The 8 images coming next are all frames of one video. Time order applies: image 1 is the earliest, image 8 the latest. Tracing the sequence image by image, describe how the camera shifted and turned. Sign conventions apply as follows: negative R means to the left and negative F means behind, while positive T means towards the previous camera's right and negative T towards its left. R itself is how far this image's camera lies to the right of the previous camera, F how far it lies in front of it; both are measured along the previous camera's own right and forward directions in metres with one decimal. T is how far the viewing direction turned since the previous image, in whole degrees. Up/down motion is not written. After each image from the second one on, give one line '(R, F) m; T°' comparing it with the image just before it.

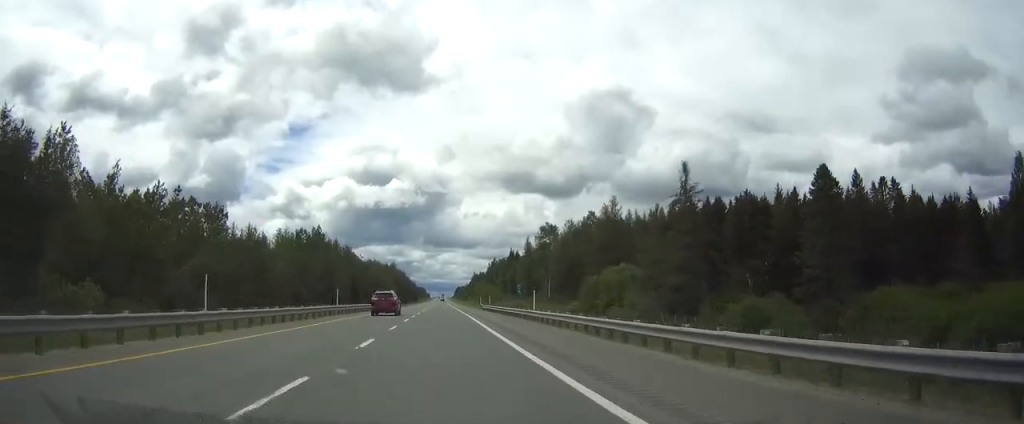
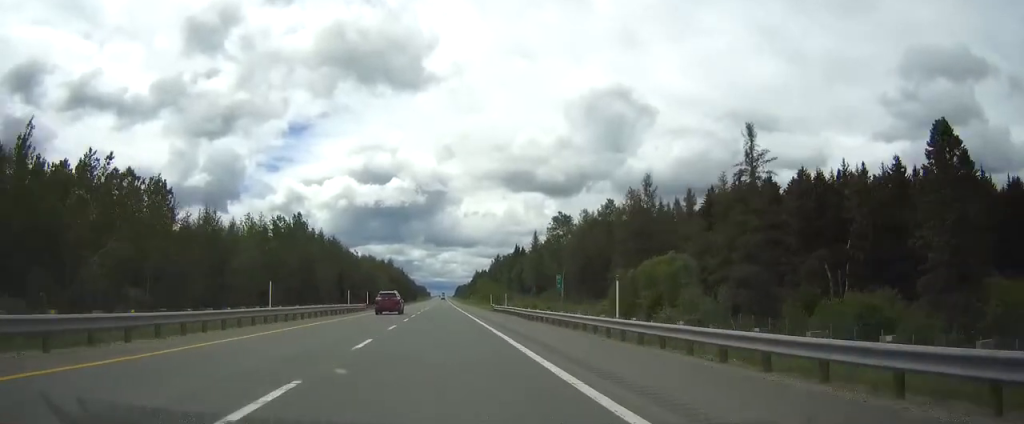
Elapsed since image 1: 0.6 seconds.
(0.0, +18.6) m; 0°
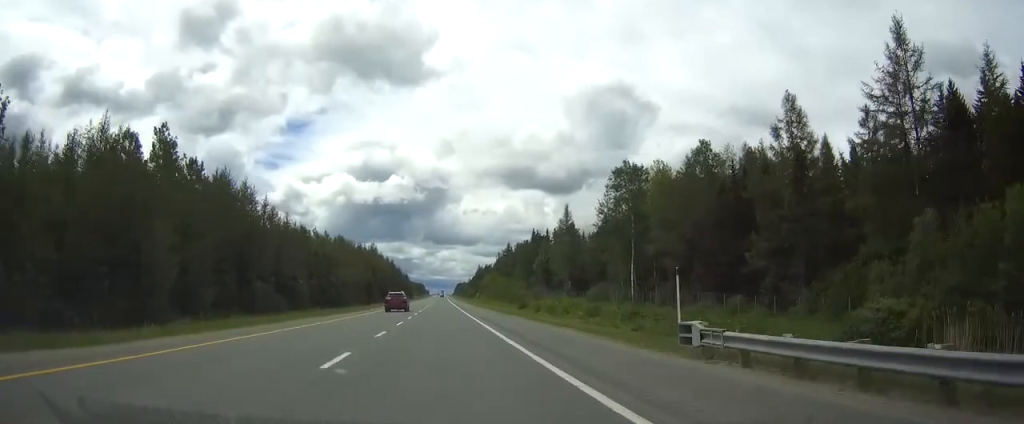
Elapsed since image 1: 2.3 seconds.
(+0.2, +58.1) m; 0°
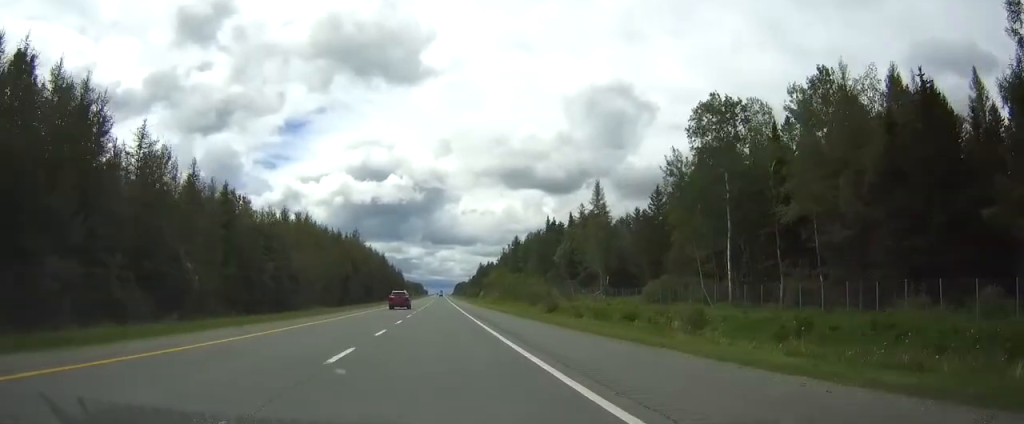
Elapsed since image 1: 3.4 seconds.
(0.0, +35.1) m; 0°
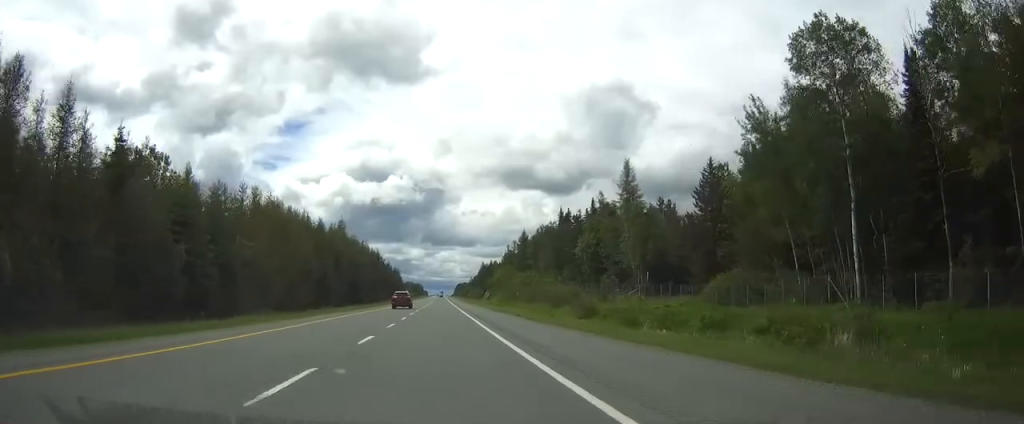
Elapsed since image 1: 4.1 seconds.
(0.0, +22.0) m; 0°
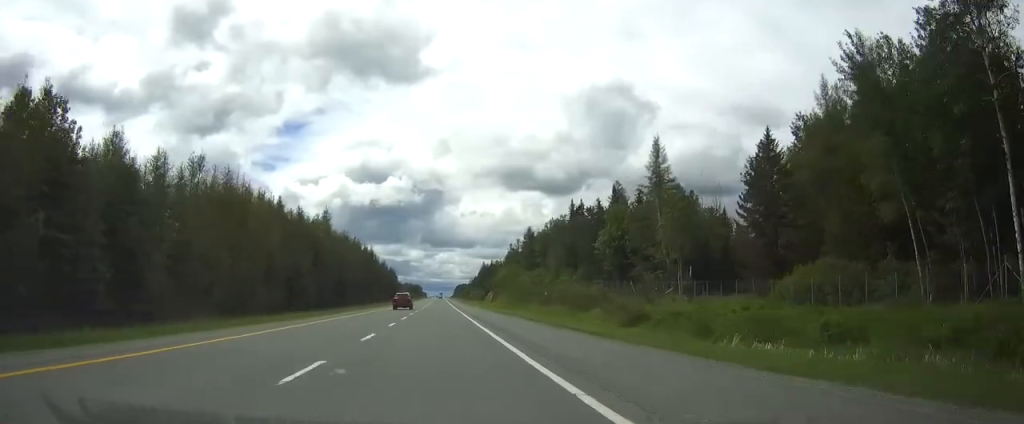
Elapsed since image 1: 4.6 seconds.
(0.0, +16.6) m; 0°
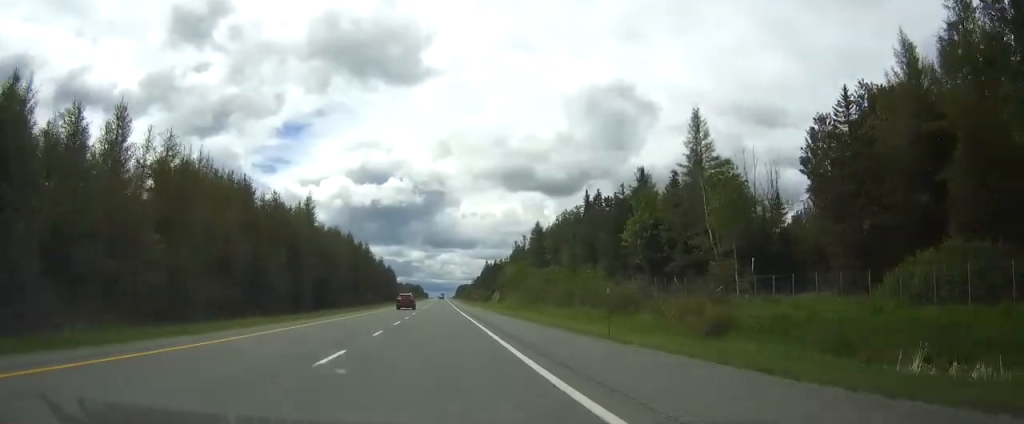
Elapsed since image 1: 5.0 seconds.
(0.0, +15.5) m; 0°
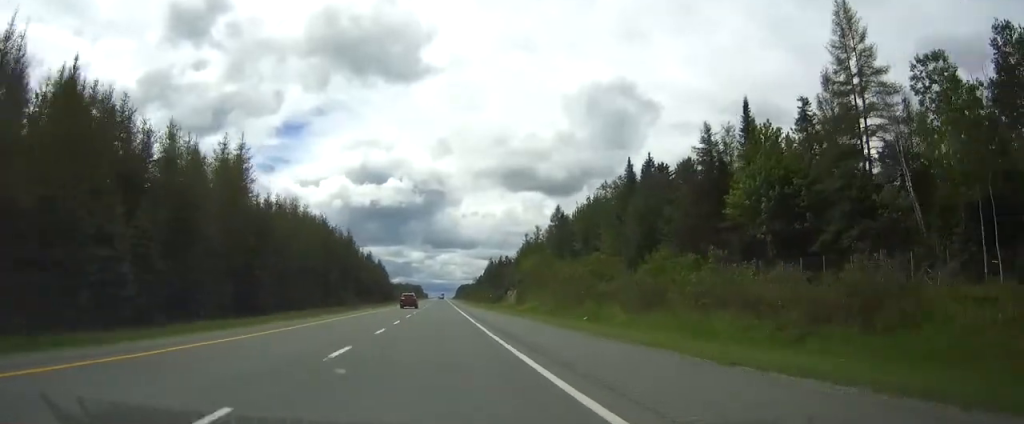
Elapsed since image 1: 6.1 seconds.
(-0.1, +34.6) m; 0°
